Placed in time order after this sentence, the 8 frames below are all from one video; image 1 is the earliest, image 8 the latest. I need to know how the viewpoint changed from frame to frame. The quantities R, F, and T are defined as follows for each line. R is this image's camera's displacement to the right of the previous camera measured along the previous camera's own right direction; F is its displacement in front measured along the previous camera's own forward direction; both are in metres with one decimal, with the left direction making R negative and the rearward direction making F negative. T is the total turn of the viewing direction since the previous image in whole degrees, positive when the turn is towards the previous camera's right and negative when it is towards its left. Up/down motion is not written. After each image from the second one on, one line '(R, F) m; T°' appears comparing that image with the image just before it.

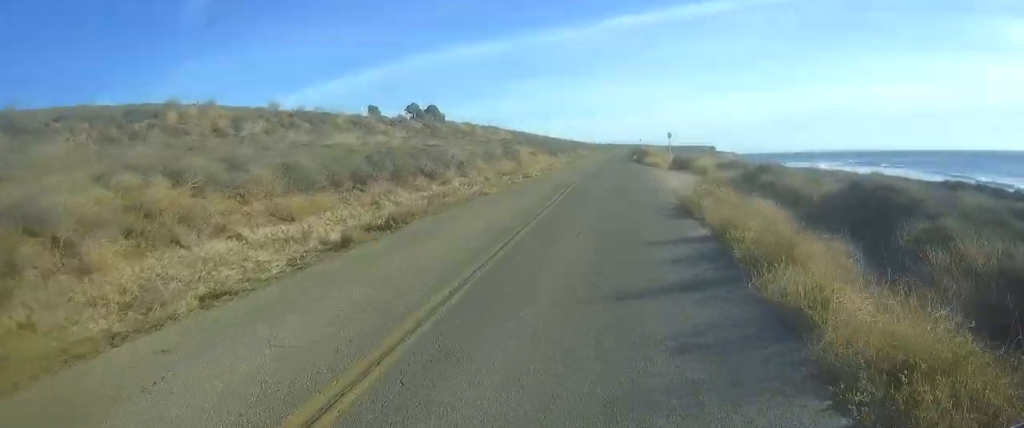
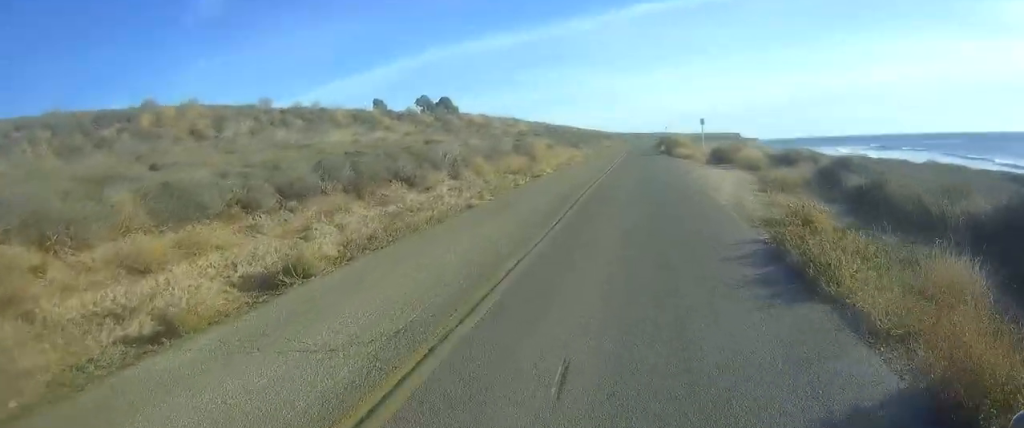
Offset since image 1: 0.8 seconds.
(-0.2, +6.8) m; 0°
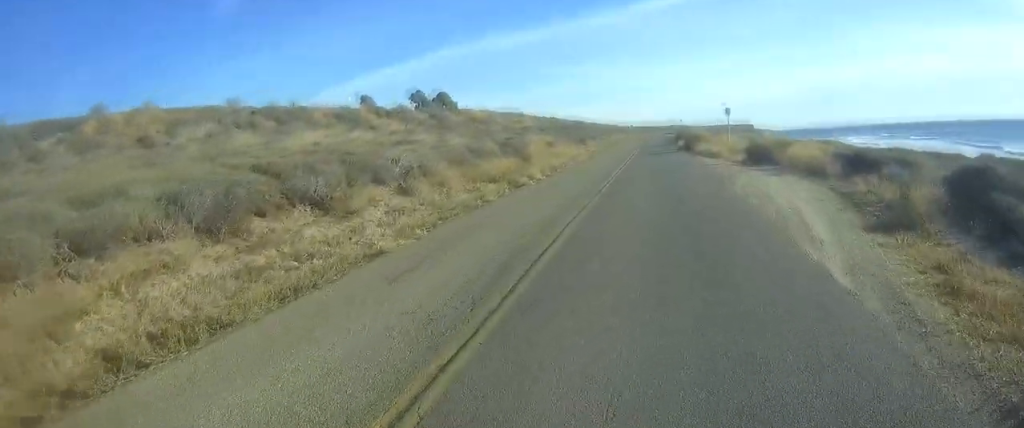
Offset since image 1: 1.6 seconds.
(+0.1, +7.7) m; +1°
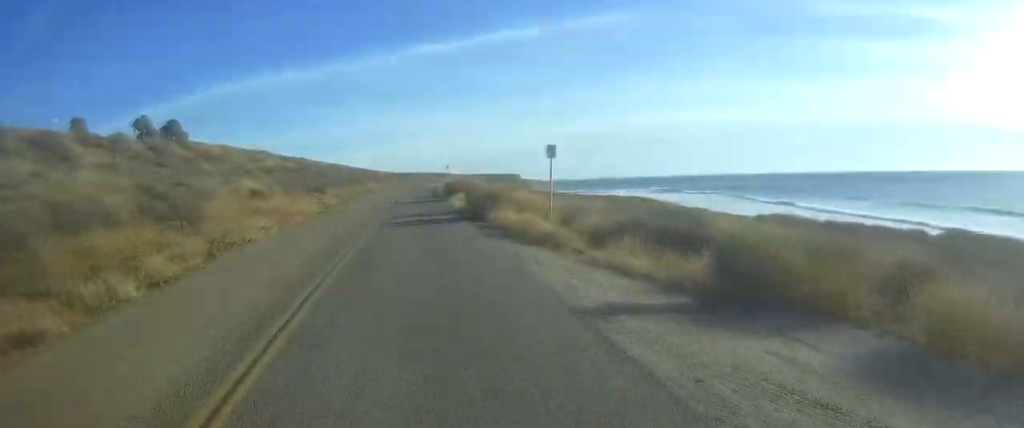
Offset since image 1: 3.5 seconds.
(+0.2, +17.2) m; +2°
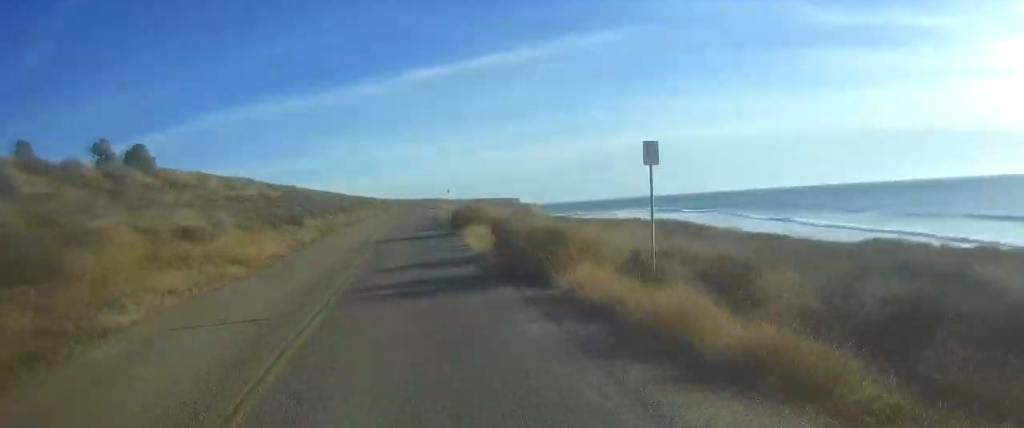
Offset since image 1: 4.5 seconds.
(+0.3, +10.3) m; +4°
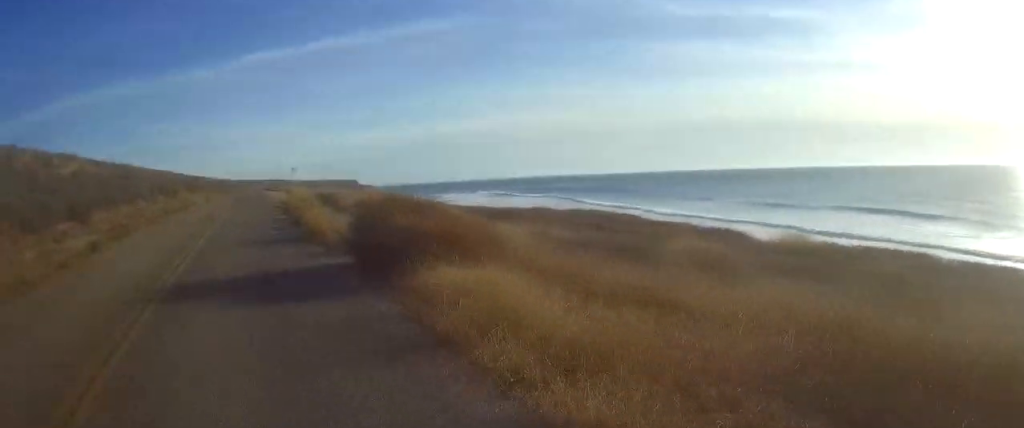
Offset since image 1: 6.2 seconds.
(+0.3, +18.2) m; -1°
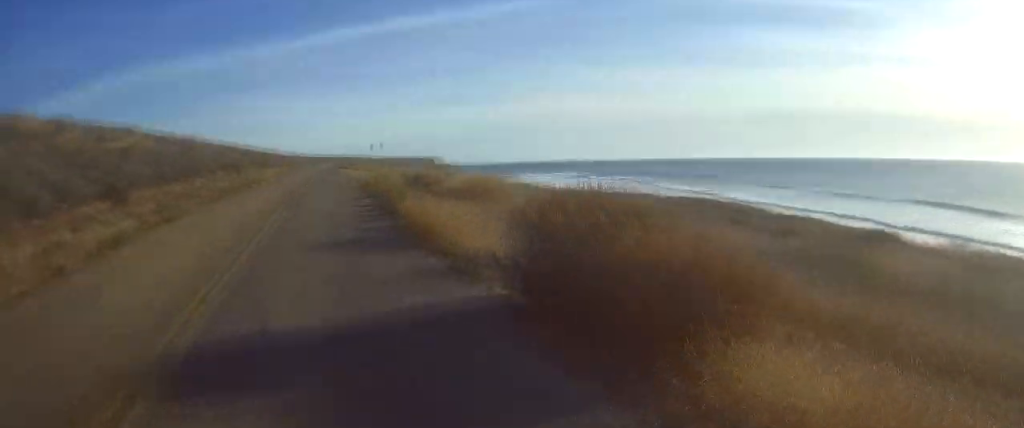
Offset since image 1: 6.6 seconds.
(0.0, +4.8) m; 0°
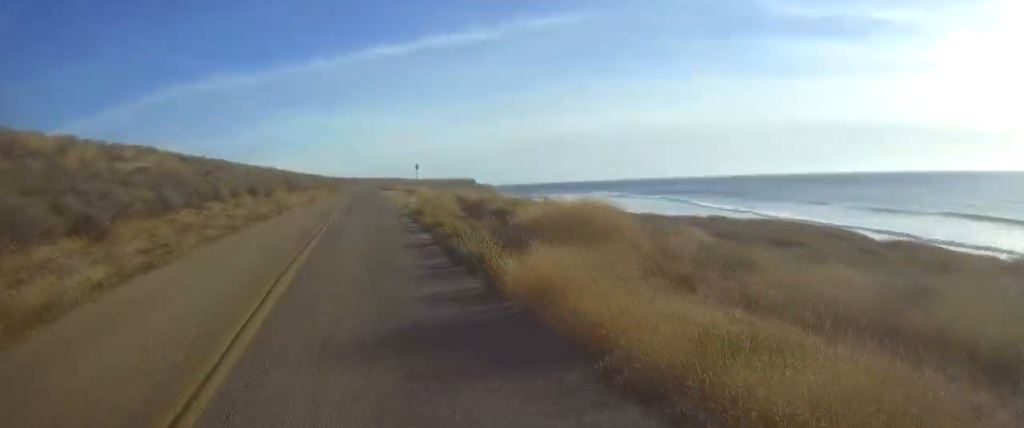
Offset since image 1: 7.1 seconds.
(0.0, +5.6) m; 0°
